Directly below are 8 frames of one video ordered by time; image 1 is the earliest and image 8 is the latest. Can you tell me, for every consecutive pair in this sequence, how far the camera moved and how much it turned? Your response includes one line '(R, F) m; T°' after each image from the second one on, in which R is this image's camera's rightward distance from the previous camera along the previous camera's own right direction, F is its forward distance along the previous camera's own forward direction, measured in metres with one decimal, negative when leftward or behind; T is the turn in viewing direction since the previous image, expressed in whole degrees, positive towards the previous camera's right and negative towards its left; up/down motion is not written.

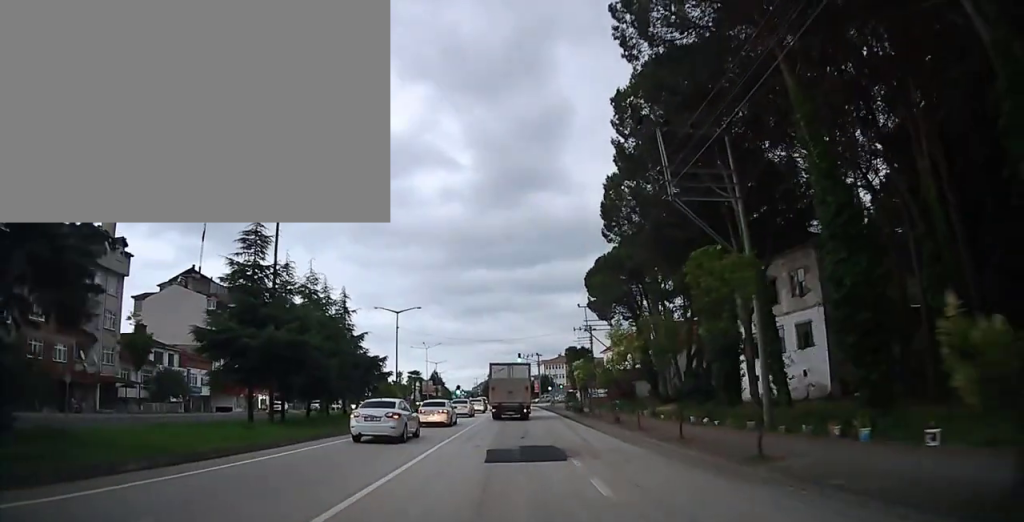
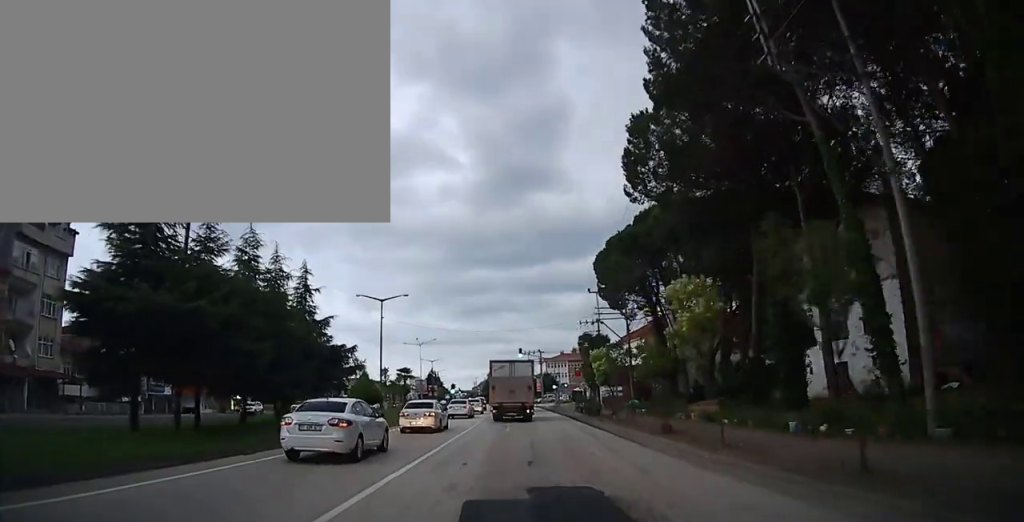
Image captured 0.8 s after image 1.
(+0.1, +7.9) m; 0°
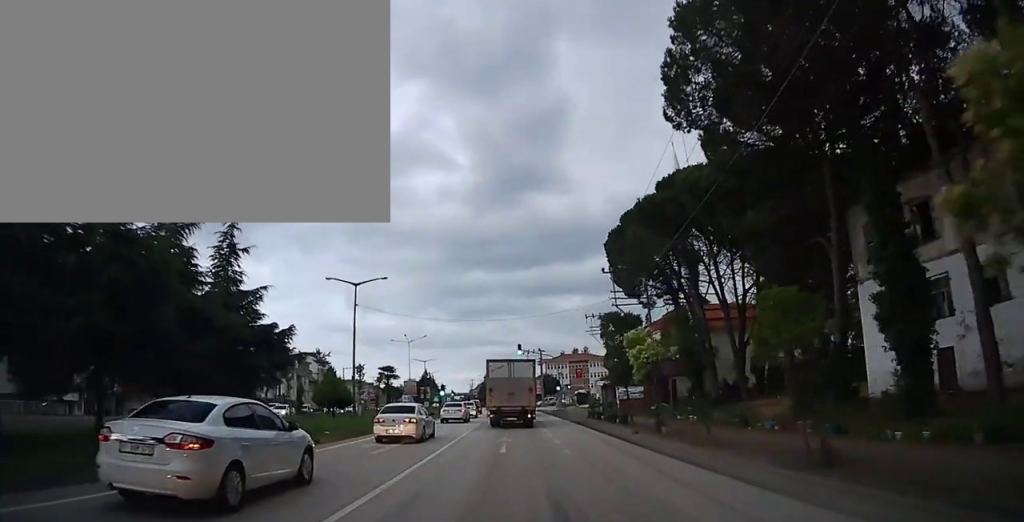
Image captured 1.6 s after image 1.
(-0.2, +9.0) m; 0°
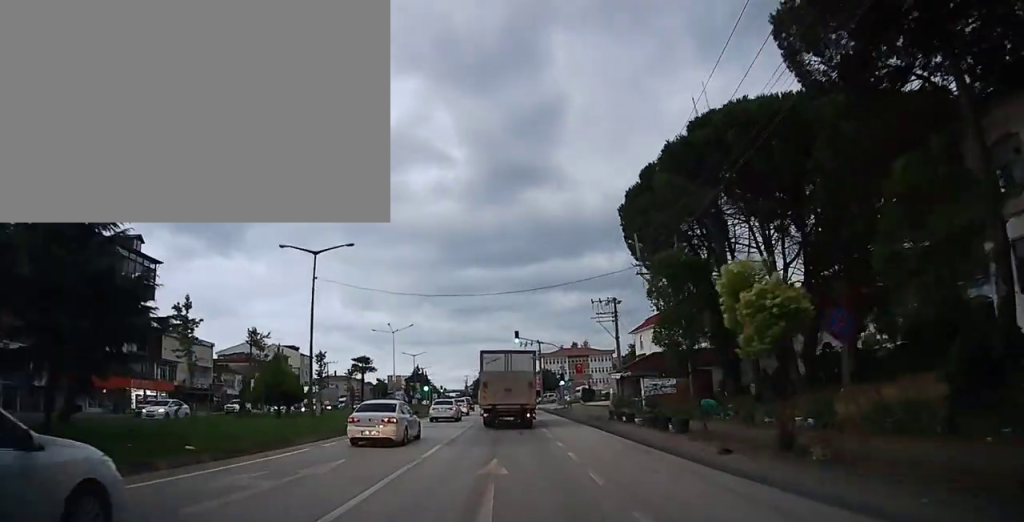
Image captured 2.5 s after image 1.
(+0.2, +9.5) m; +1°
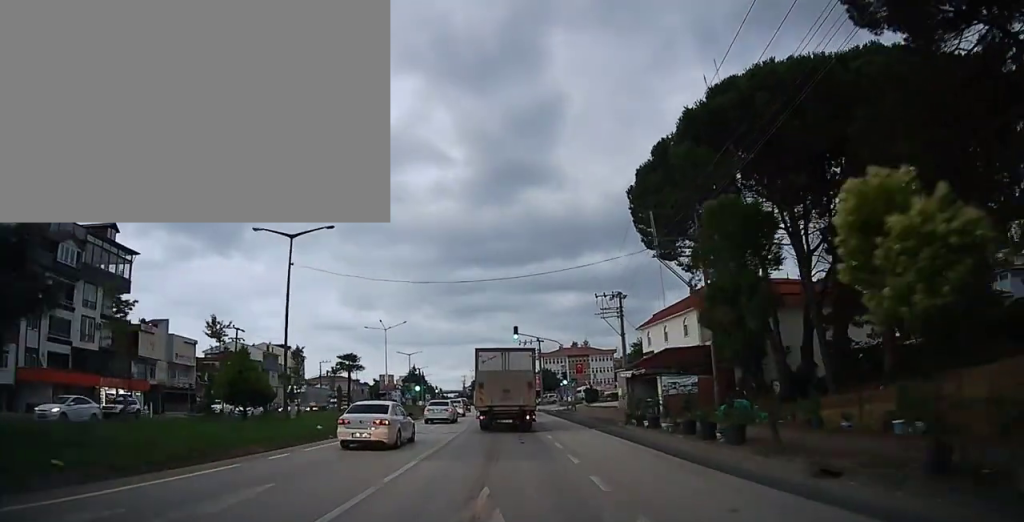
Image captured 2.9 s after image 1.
(0.0, +4.2) m; 0°
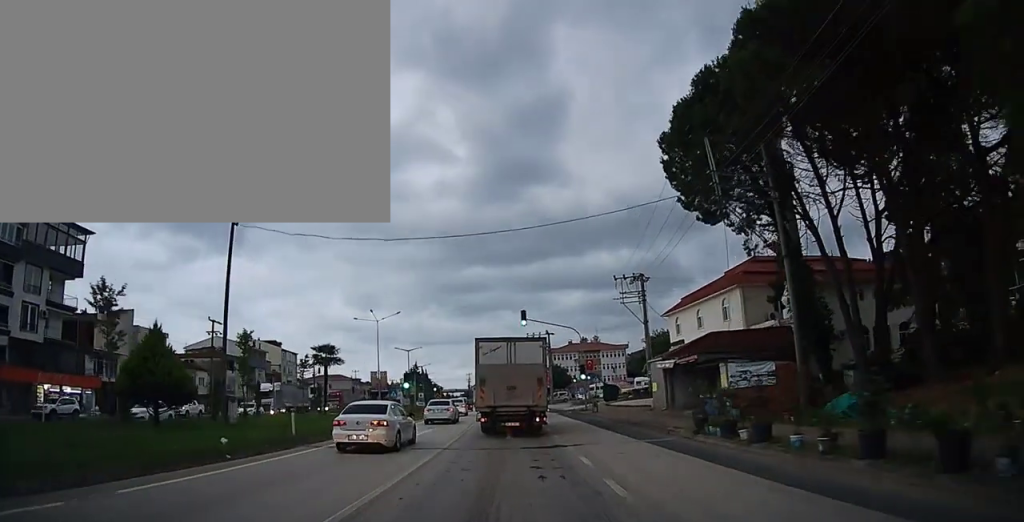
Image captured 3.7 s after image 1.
(0.0, +8.4) m; 0°
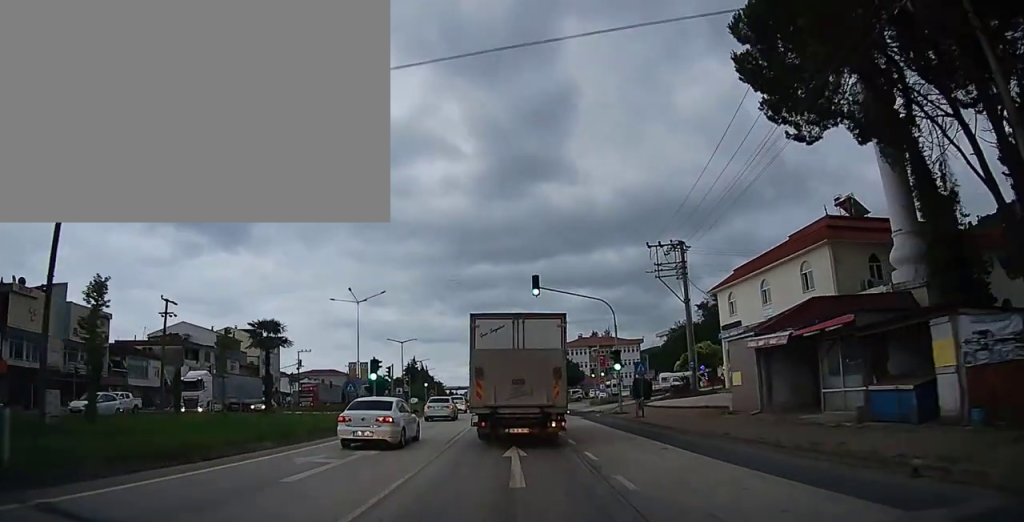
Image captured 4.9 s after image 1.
(0.0, +11.7) m; -2°
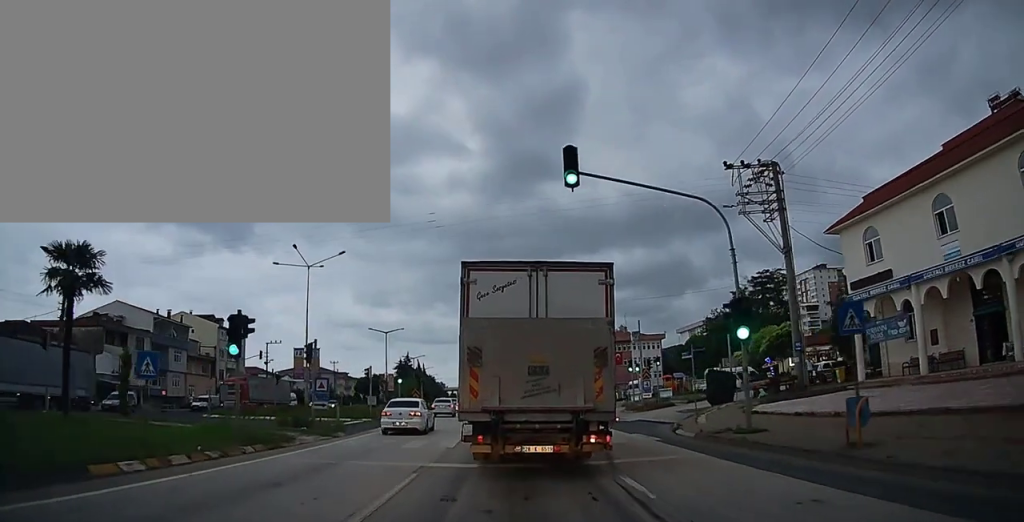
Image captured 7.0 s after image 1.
(-0.3, +16.4) m; -1°
